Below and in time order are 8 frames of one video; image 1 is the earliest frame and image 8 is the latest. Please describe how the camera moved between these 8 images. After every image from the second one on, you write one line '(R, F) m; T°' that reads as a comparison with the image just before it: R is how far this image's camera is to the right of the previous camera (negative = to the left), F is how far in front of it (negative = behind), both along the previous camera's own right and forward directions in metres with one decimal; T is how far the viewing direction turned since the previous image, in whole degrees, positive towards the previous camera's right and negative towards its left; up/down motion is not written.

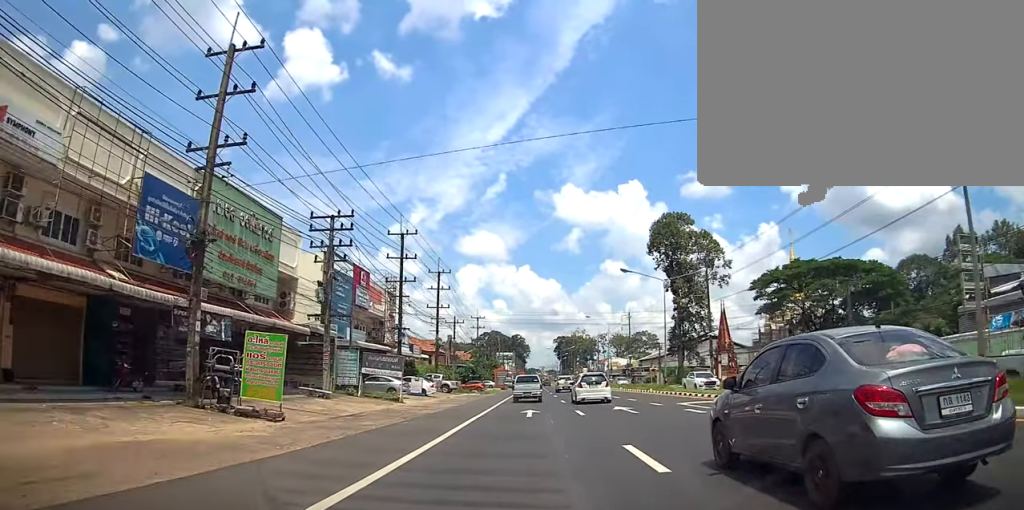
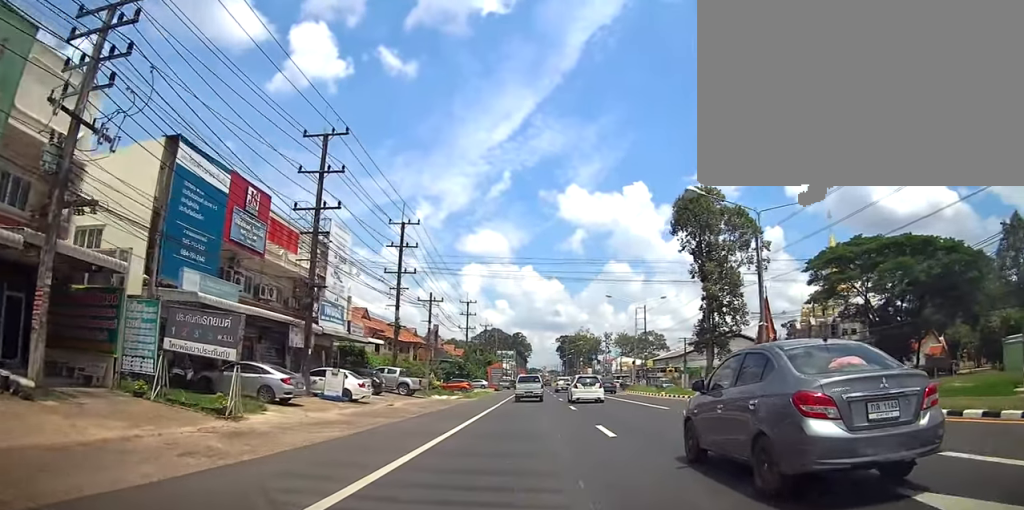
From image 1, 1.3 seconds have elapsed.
(-0.2, +19.1) m; 0°
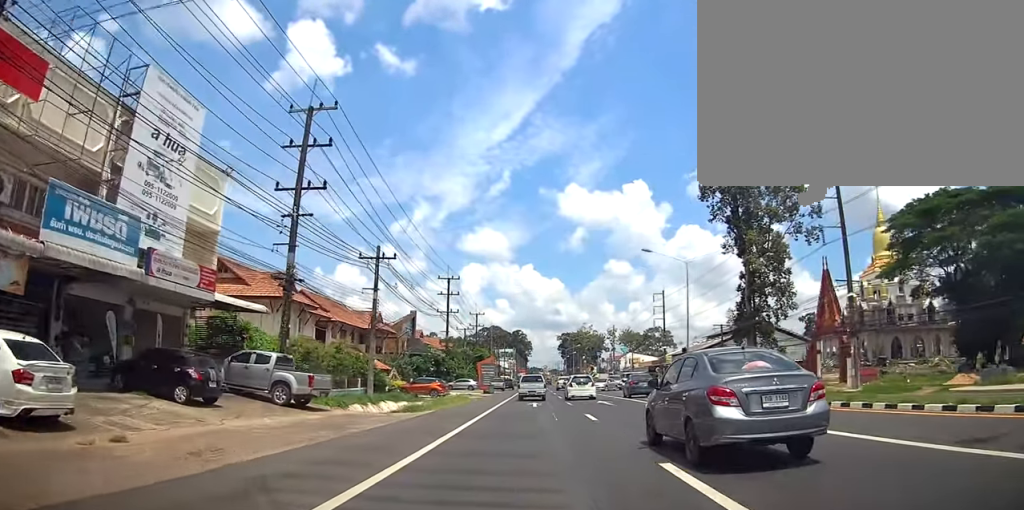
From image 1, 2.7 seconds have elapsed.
(+0.1, +20.0) m; 0°
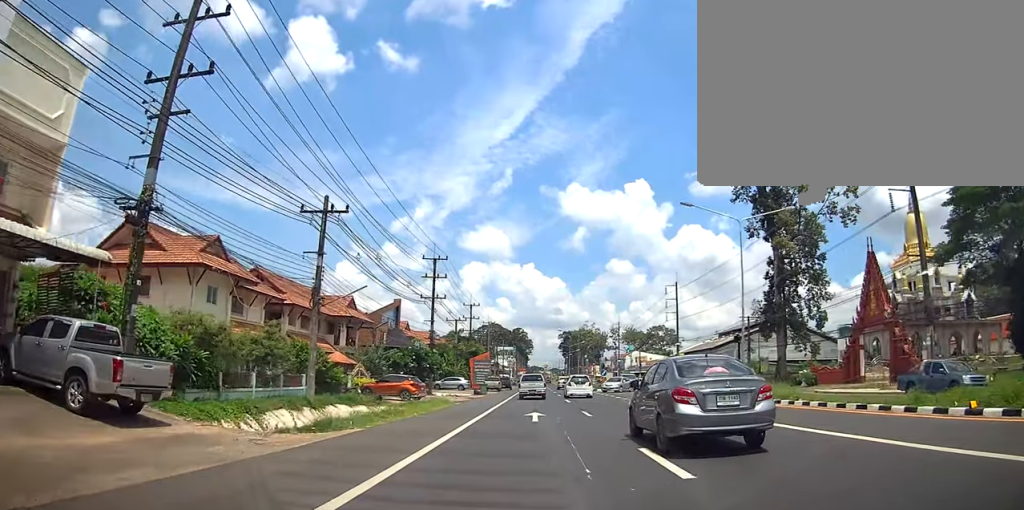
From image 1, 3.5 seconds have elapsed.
(0.0, +10.3) m; 0°
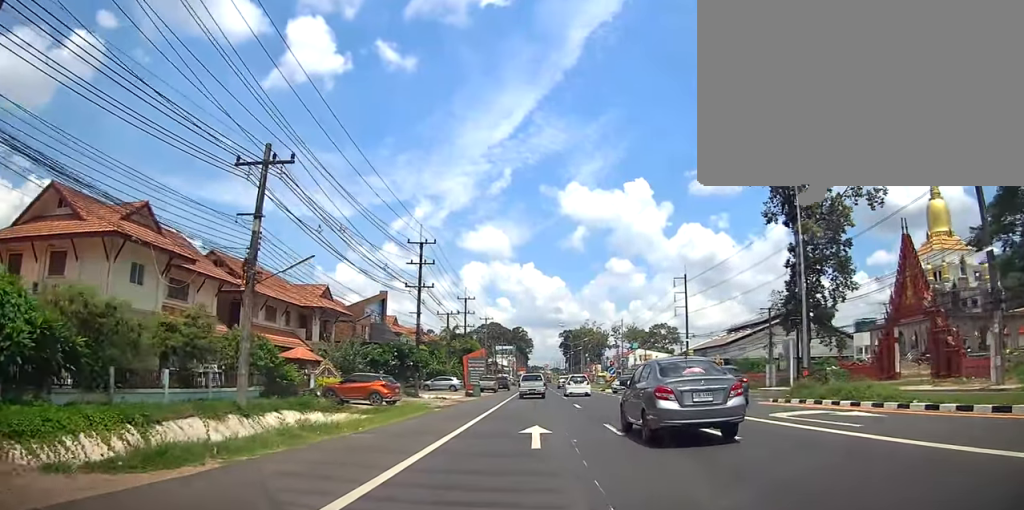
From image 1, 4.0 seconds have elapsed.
(-0.1, +6.8) m; 0°
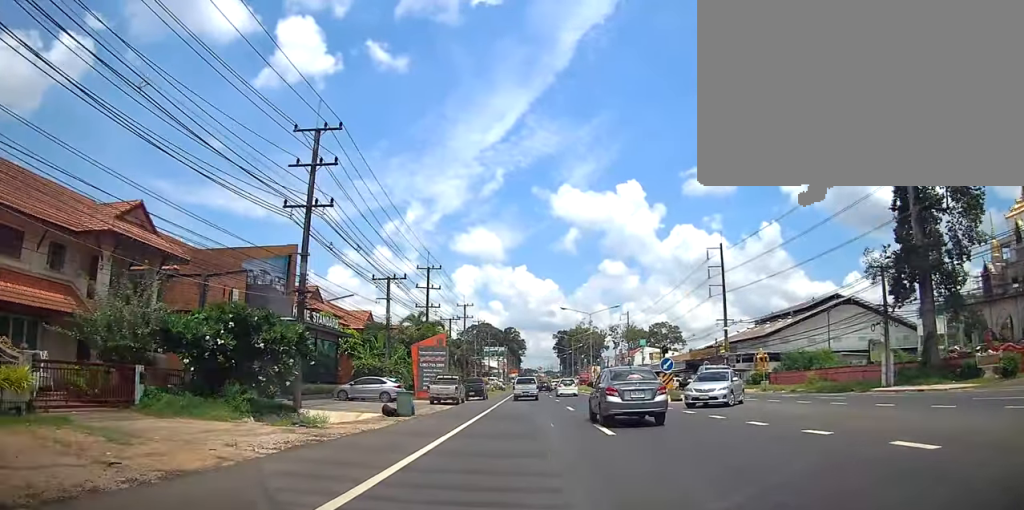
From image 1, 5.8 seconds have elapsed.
(-0.3, +24.1) m; -2°
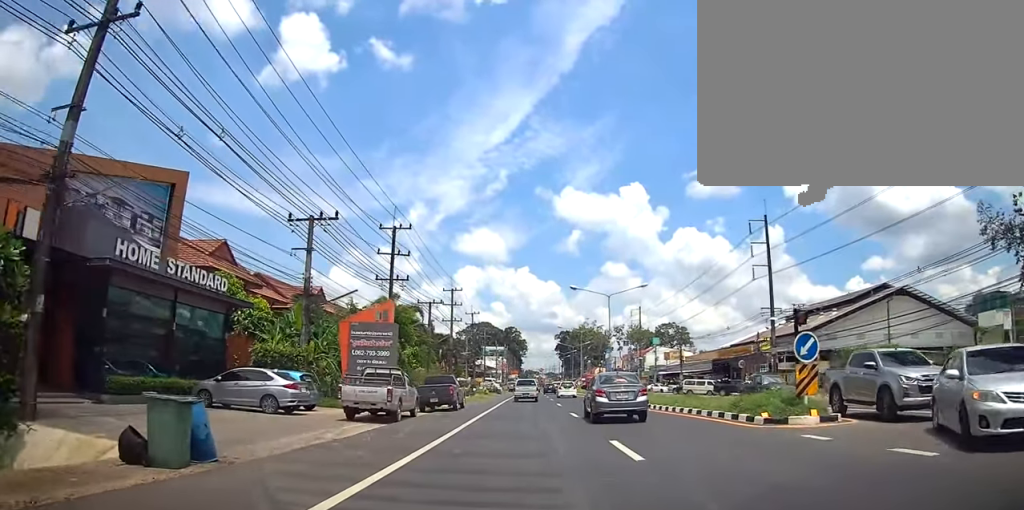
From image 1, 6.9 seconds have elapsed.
(-0.1, +14.9) m; 0°
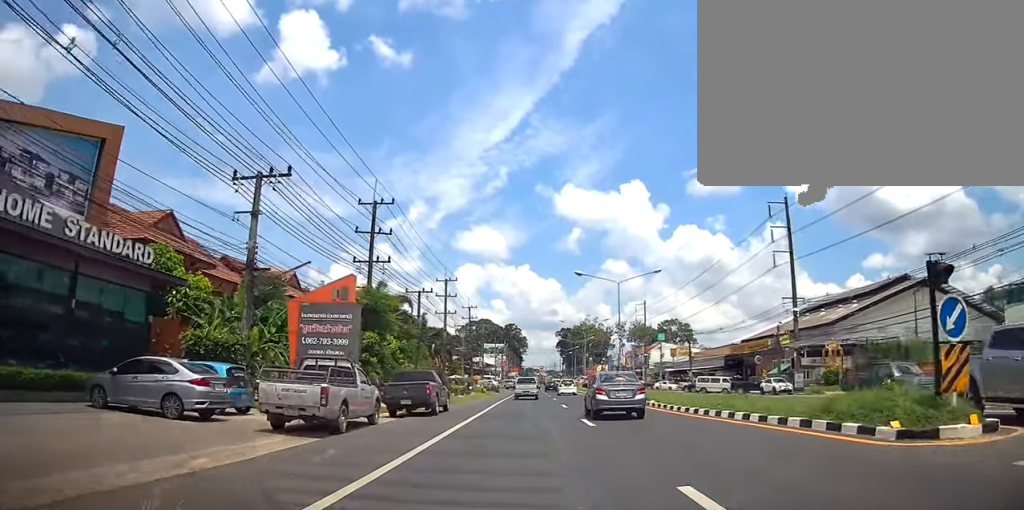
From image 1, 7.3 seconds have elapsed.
(0.0, +5.4) m; 0°
